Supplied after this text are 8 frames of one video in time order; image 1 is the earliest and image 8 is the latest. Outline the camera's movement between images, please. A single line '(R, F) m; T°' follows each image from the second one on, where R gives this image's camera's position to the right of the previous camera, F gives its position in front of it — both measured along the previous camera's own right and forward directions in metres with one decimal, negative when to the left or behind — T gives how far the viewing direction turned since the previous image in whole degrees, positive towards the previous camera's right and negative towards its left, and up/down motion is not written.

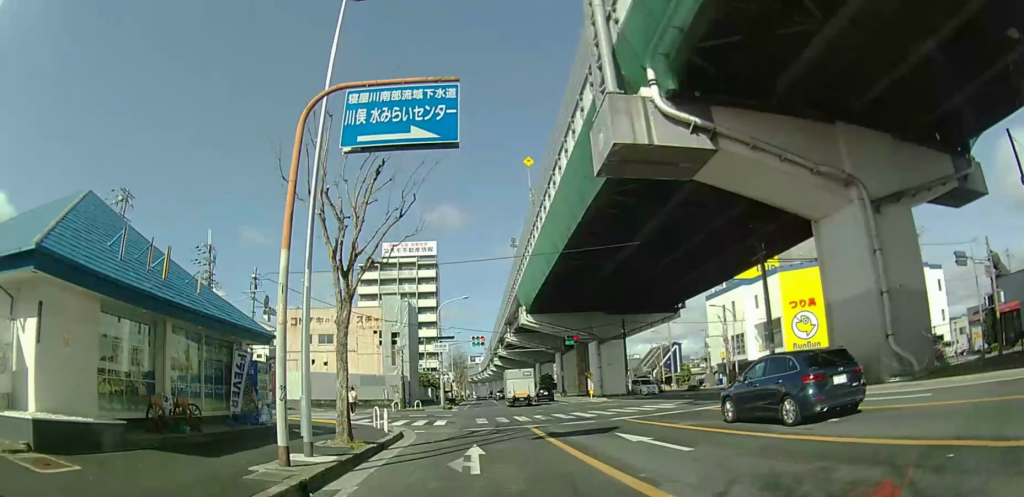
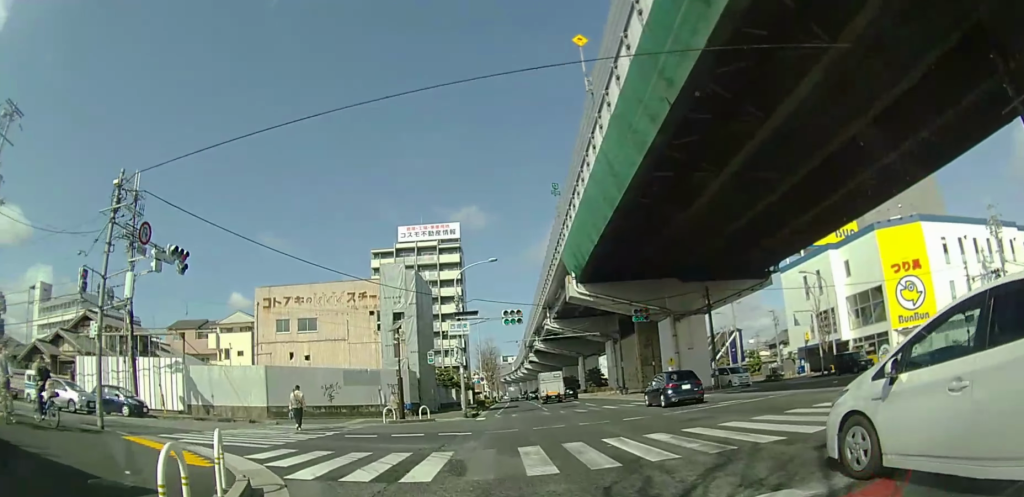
(0.0, +14.4) m; 0°
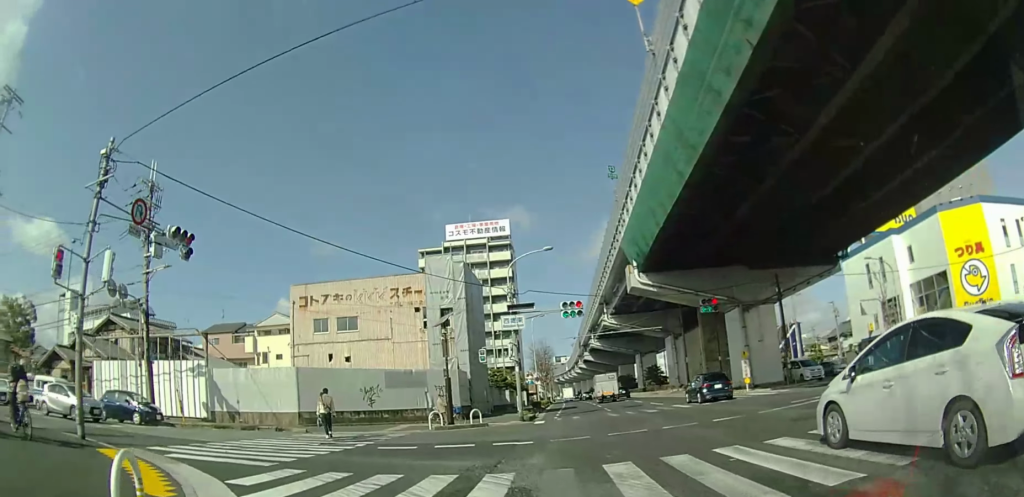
(0.0, +3.6) m; 0°
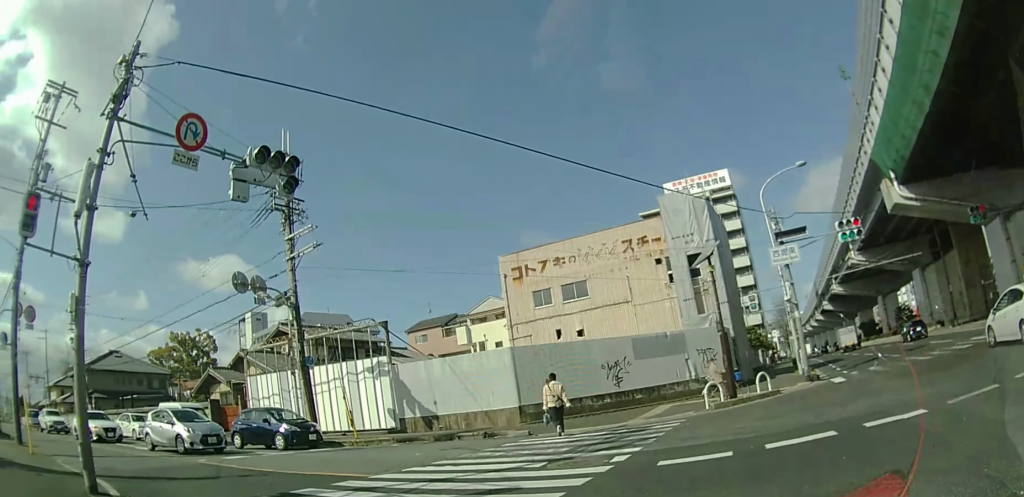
(-0.4, +7.0) m; -22°
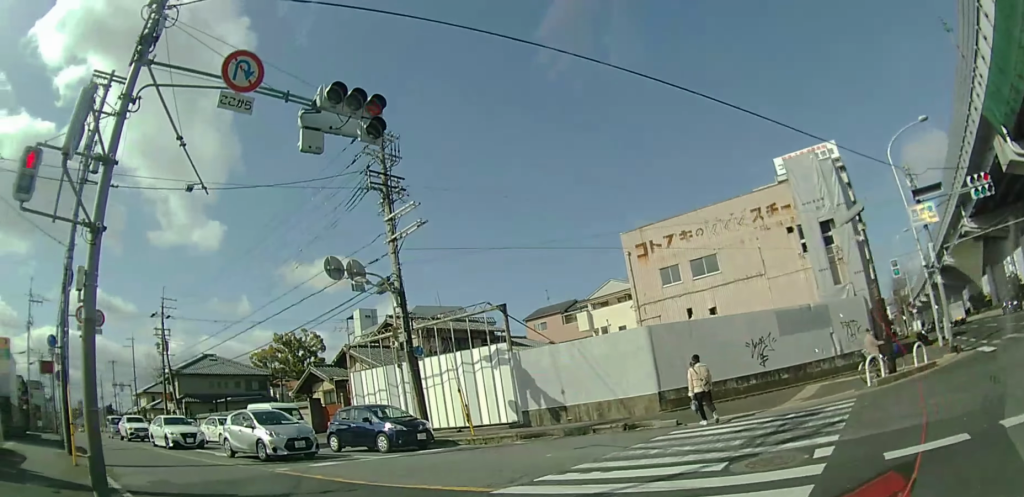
(-0.3, +1.7) m; -22°
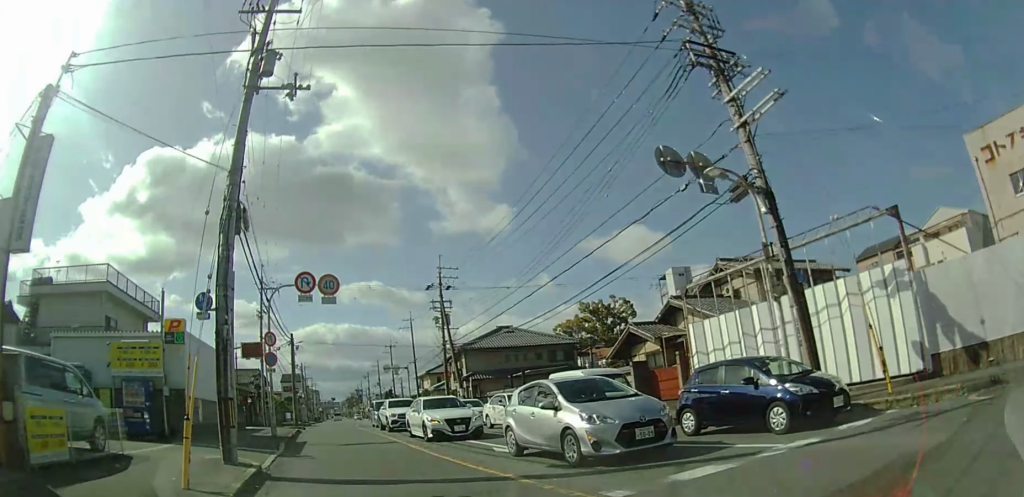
(-2.4, +4.4) m; -42°
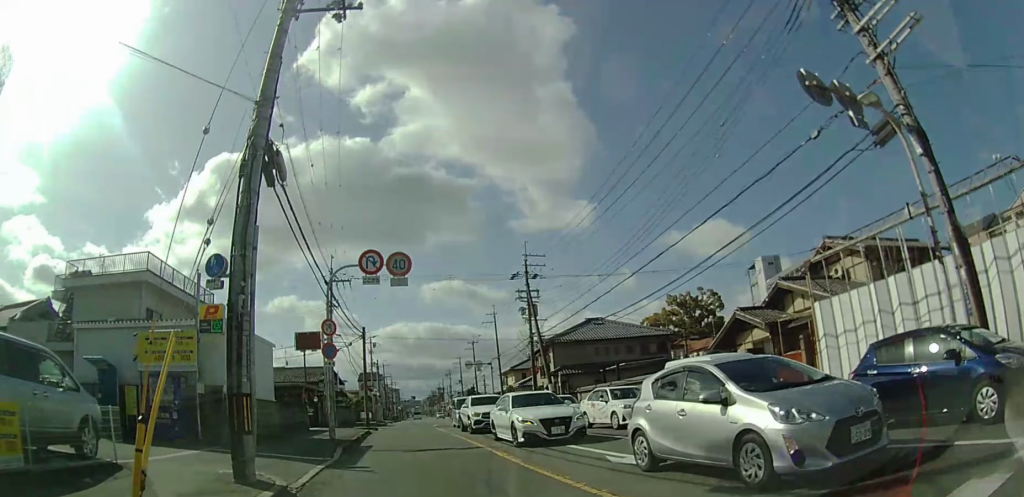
(-0.2, +2.9) m; -5°
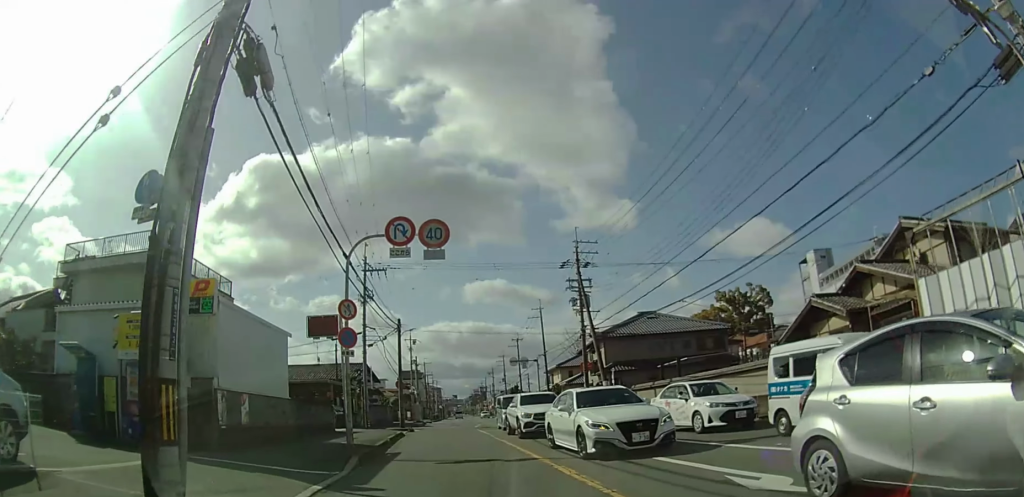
(-0.1, +3.2) m; 0°
